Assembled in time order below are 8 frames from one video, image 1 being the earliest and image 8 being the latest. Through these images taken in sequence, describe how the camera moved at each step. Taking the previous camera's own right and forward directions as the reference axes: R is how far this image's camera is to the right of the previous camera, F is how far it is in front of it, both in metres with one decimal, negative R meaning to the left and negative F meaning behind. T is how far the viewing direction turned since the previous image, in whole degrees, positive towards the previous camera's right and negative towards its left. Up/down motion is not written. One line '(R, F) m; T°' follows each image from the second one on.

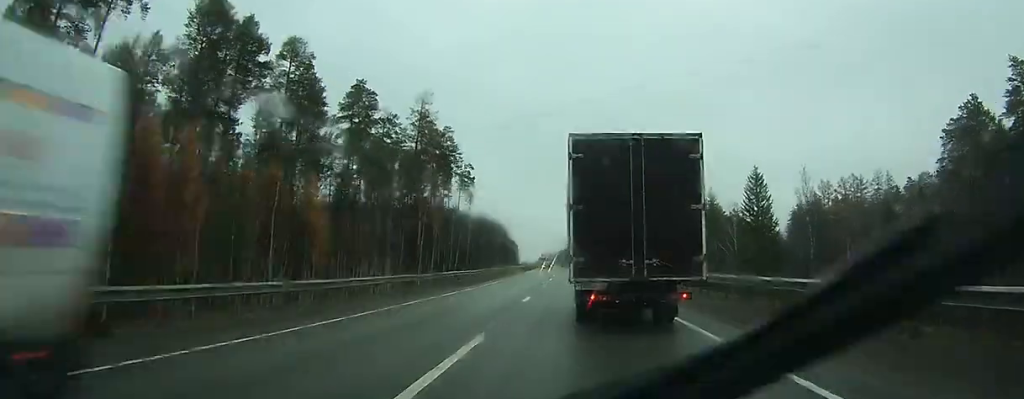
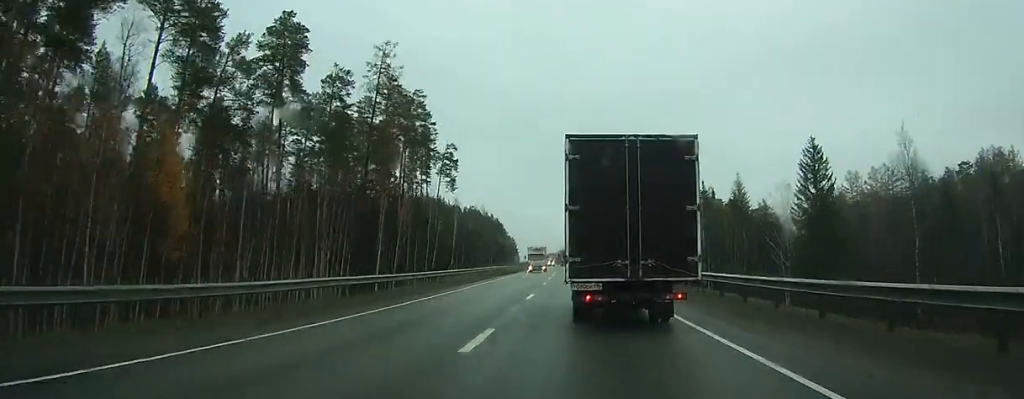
(-0.1, +23.3) m; 0°
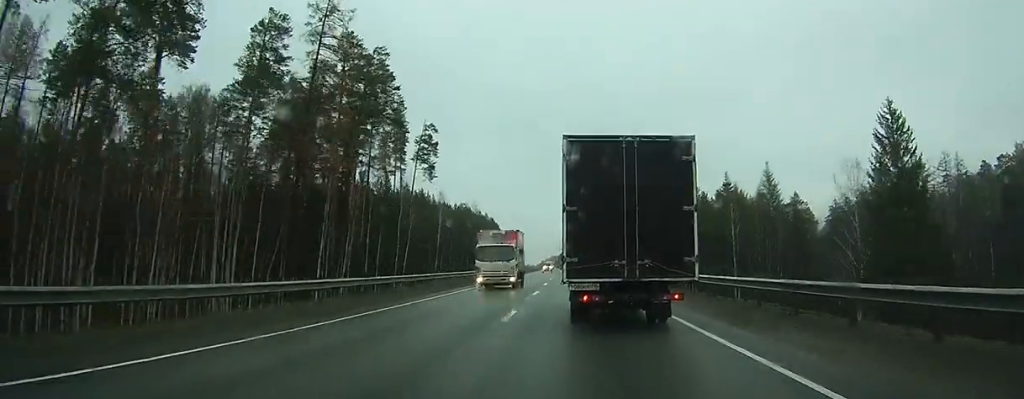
(-0.1, +19.3) m; 0°
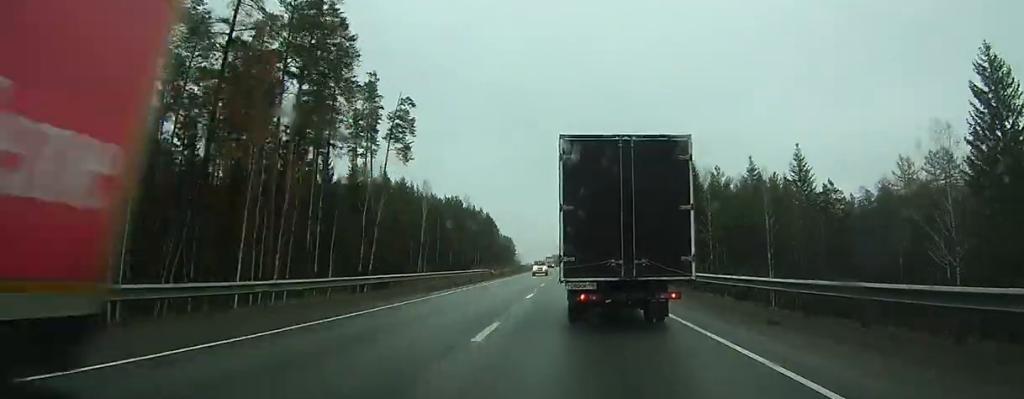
(0.0, +15.3) m; 0°
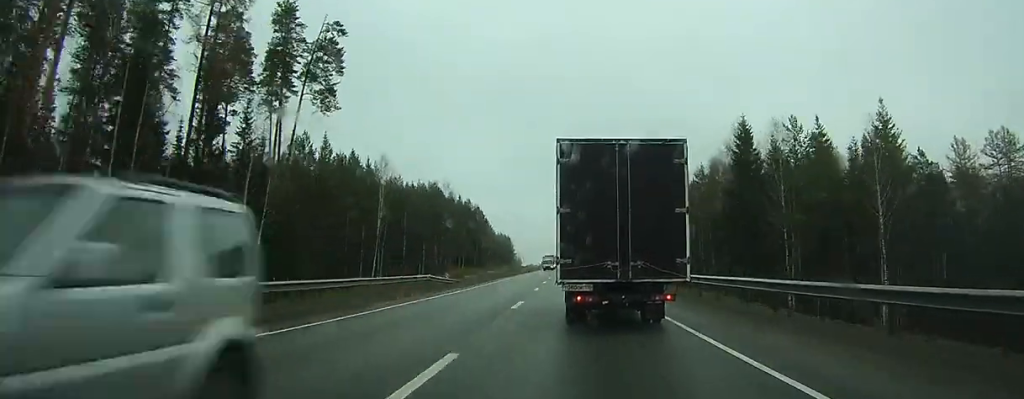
(0.0, +28.0) m; 0°
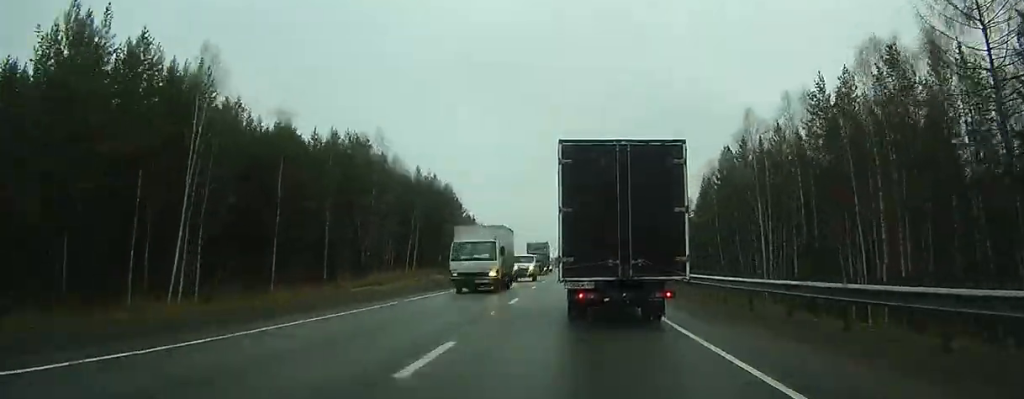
(0.0, +47.0) m; -1°
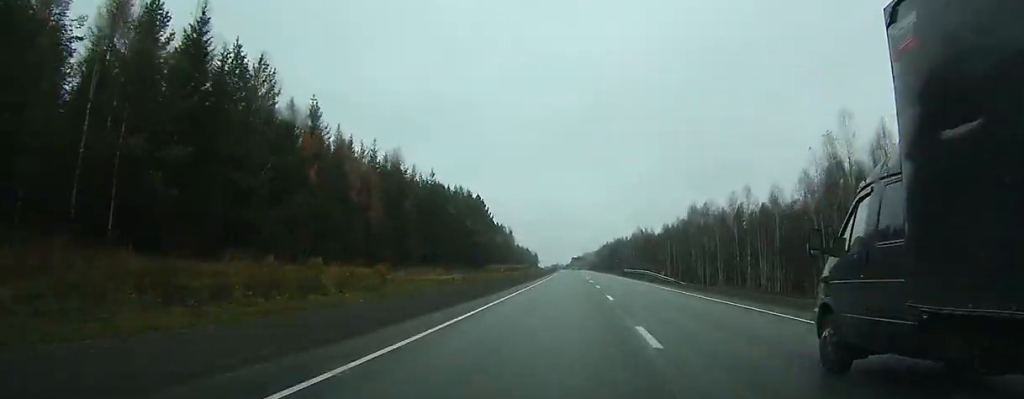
(-5.8, +141.4) m; -2°
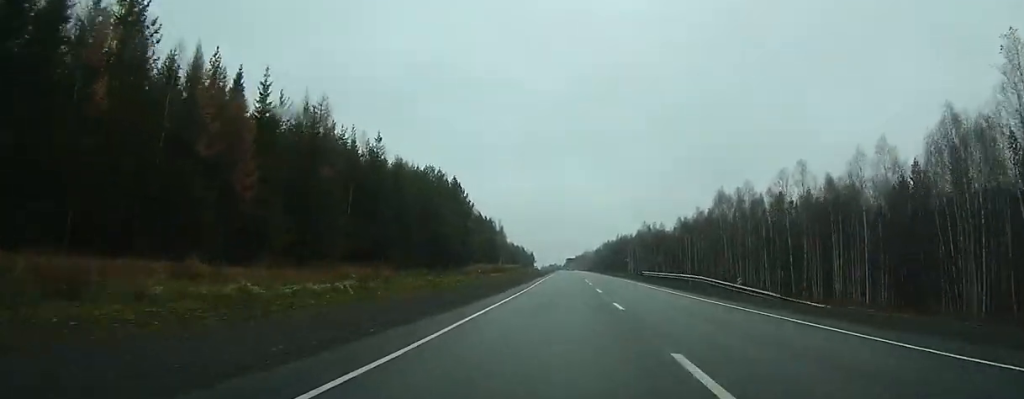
(+0.1, +27.2) m; 0°
